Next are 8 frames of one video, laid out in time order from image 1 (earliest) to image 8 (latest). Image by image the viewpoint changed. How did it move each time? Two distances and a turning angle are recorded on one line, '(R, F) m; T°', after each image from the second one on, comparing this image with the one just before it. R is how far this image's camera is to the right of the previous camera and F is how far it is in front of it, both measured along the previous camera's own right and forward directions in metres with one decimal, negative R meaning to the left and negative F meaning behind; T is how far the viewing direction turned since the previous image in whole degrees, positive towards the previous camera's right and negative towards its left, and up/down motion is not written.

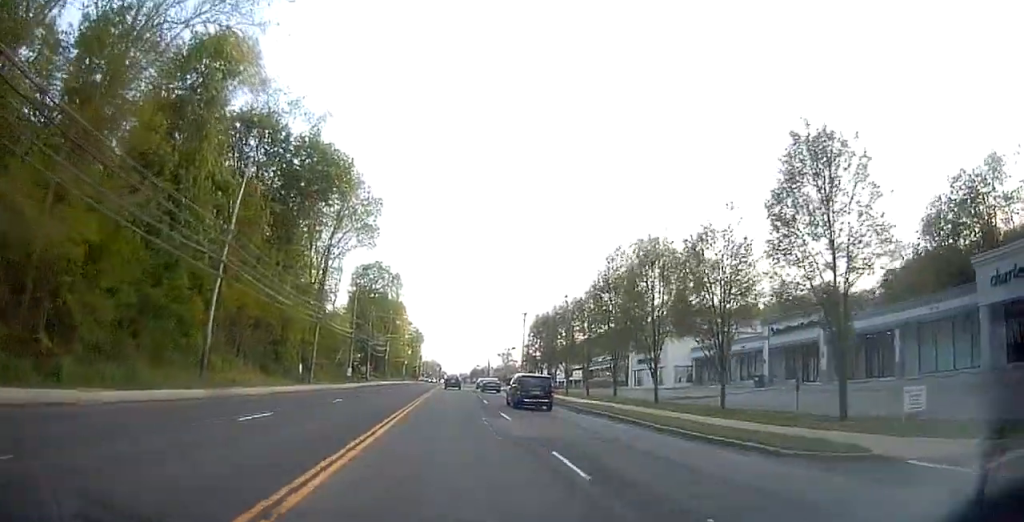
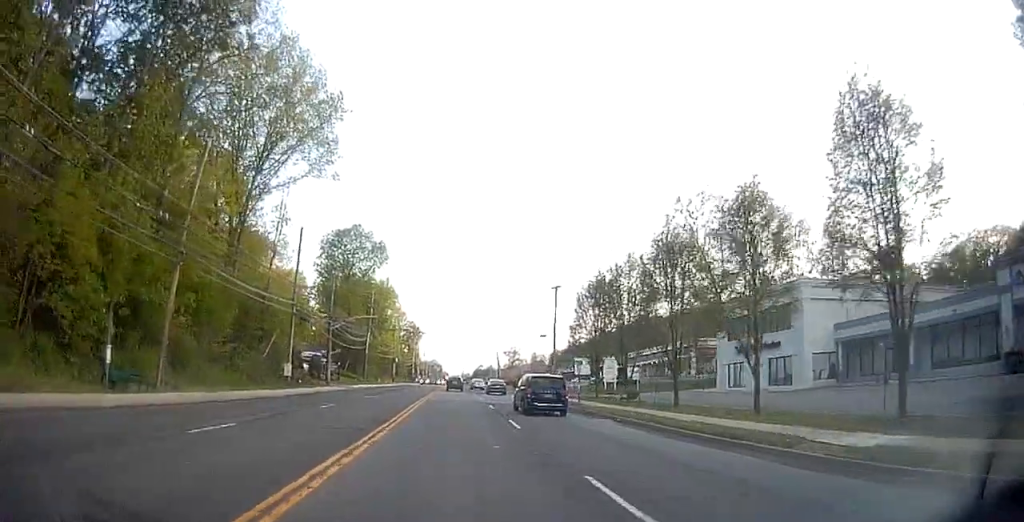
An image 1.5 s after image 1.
(+0.1, +28.8) m; 0°
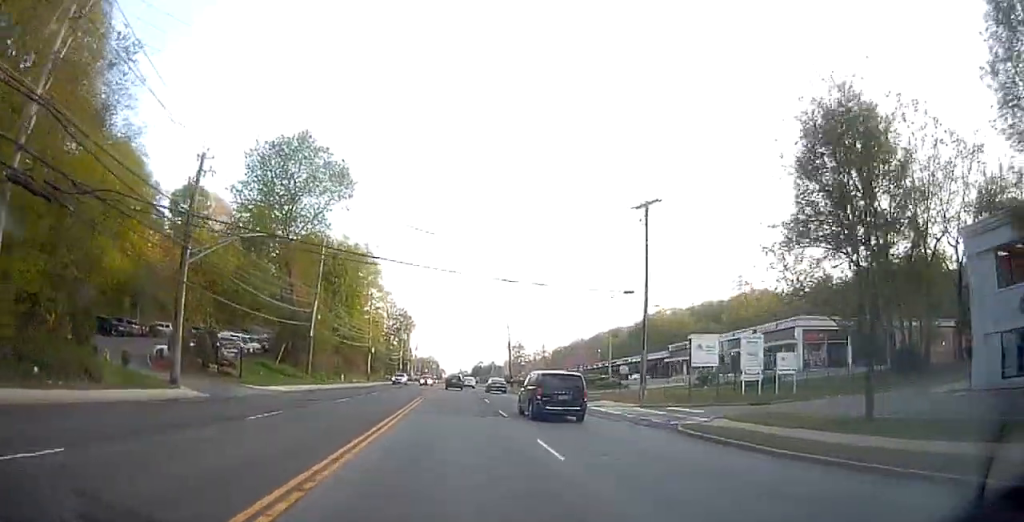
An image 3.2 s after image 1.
(-0.4, +32.9) m; 0°
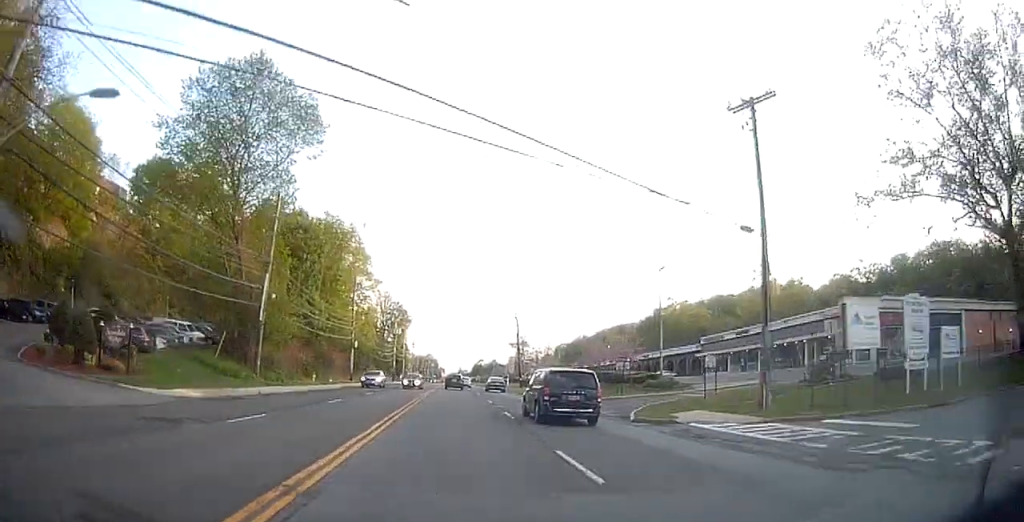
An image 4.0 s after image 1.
(+0.1, +14.3) m; 0°
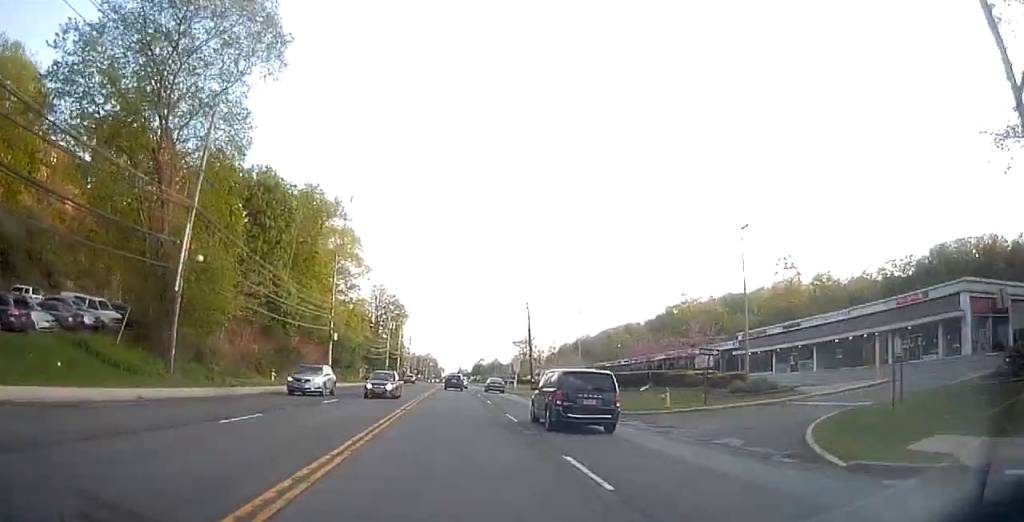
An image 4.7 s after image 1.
(0.0, +12.9) m; 0°
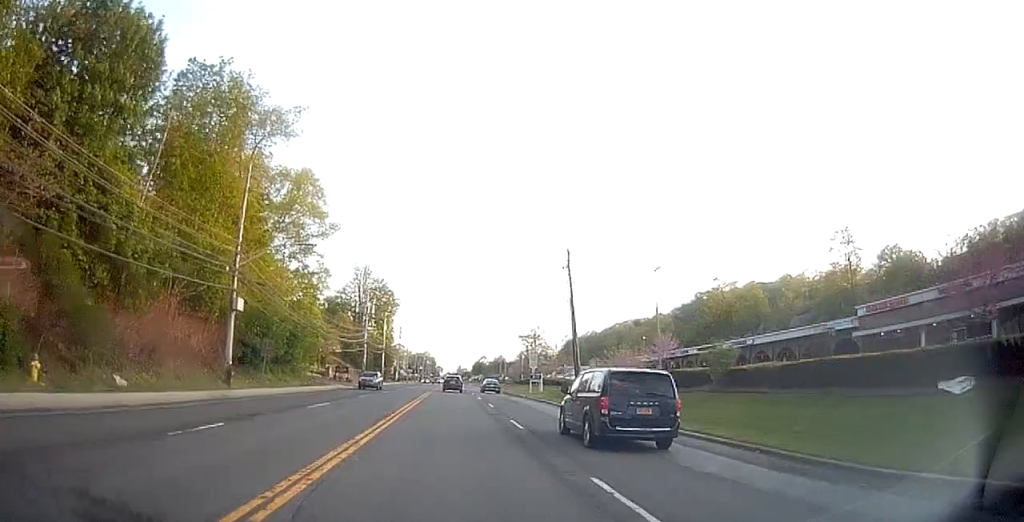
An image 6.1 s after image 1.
(+0.2, +26.9) m; 0°
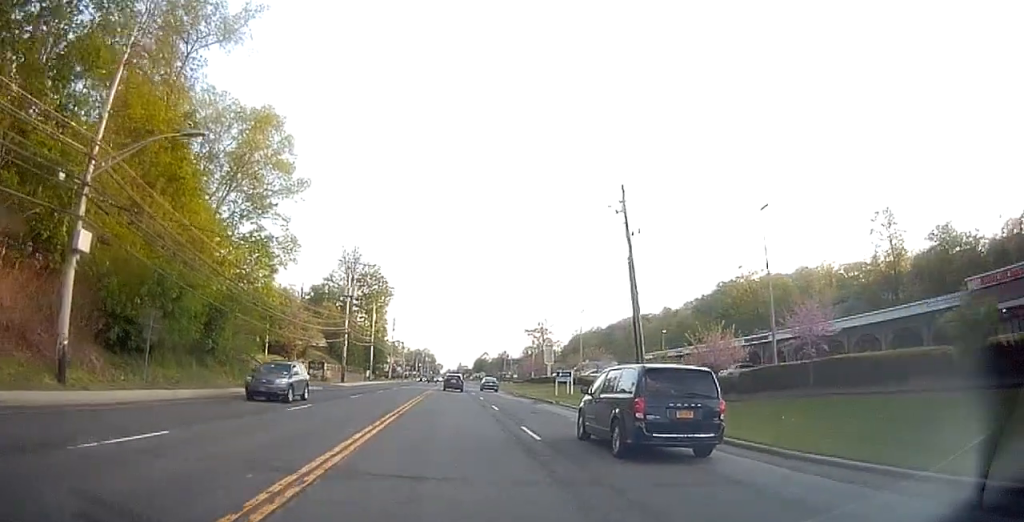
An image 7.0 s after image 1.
(-0.1, +15.4) m; -1°
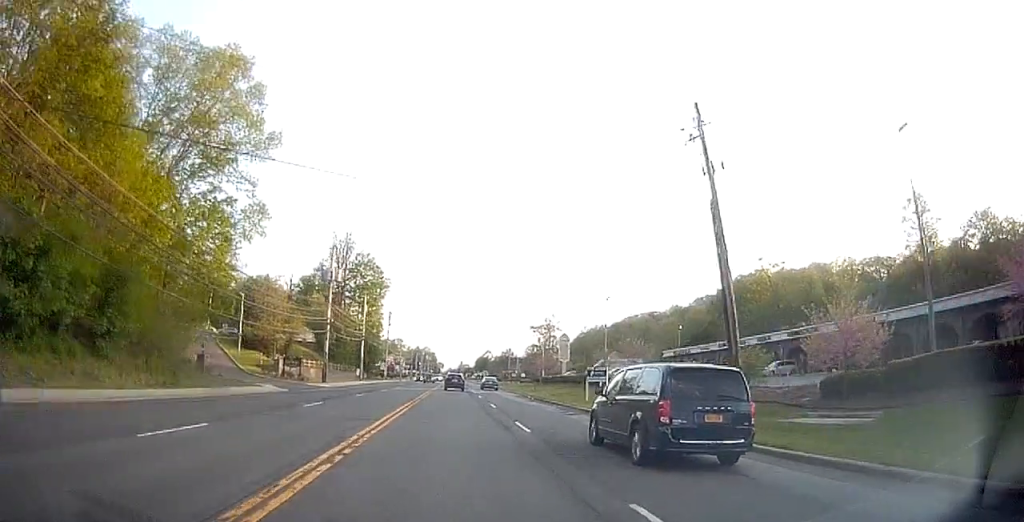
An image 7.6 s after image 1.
(-0.1, +10.4) m; 0°
